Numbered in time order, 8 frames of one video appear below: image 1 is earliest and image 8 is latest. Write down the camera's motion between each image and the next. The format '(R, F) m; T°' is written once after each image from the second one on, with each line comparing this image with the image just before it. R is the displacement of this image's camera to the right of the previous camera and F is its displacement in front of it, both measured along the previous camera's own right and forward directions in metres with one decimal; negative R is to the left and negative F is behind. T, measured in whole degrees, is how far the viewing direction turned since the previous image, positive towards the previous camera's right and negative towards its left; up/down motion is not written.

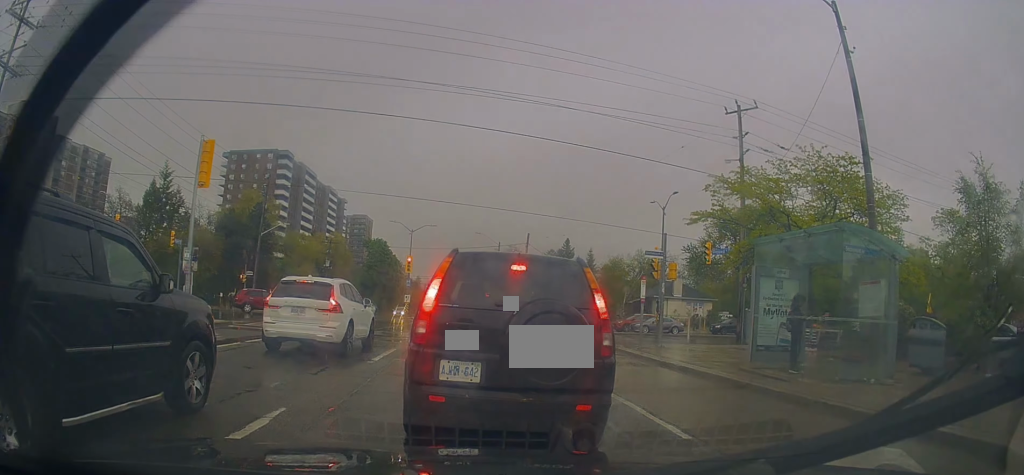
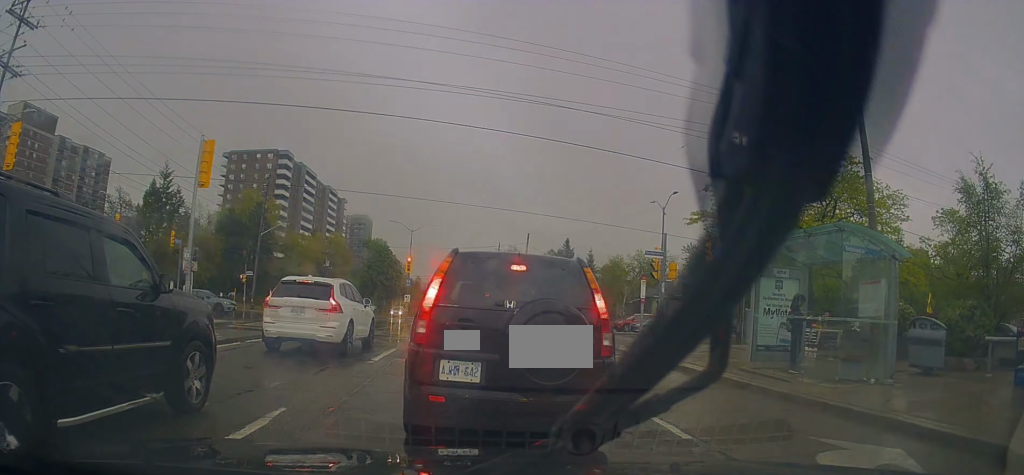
(0.0, 0.0) m; 0°
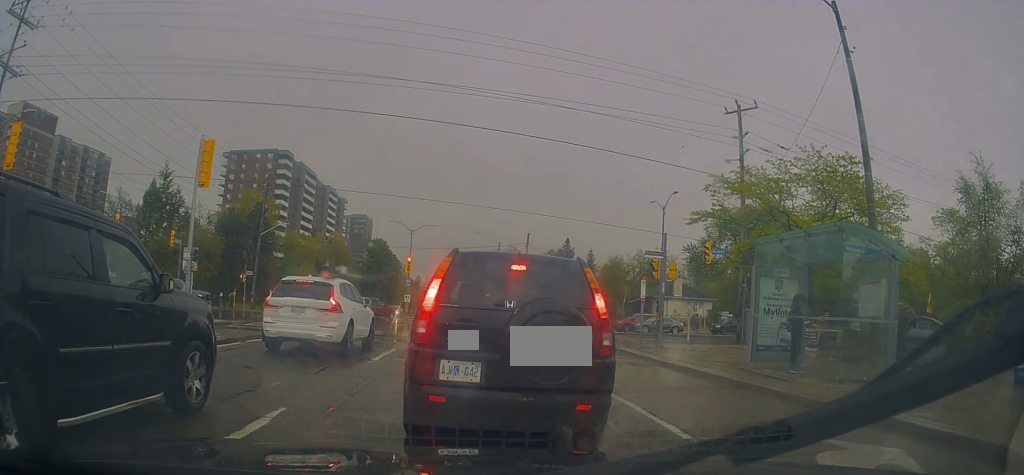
(0.0, 0.0) m; 0°
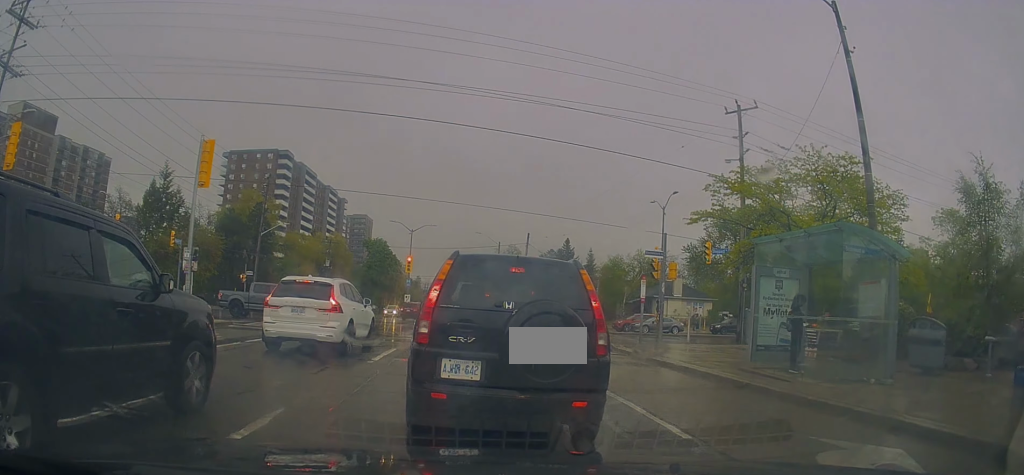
(0.0, 0.0) m; 0°
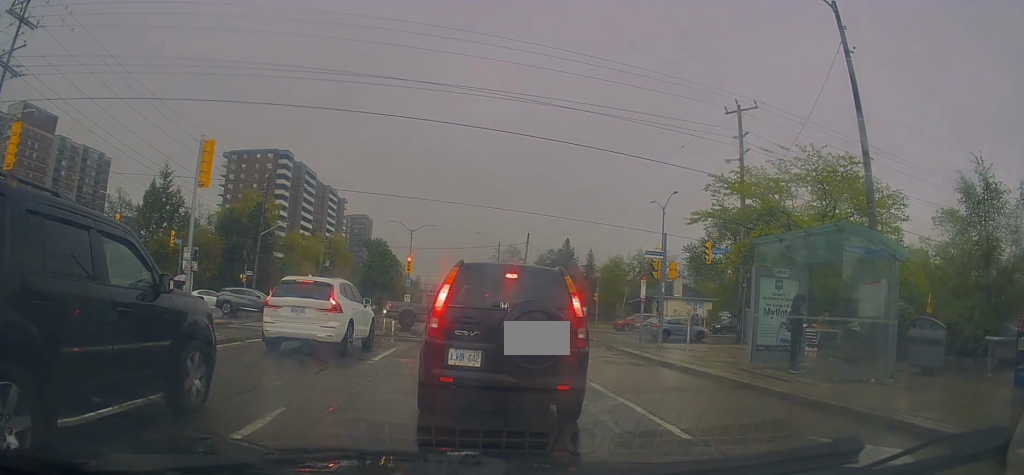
(-0.3, 0.0) m; 0°
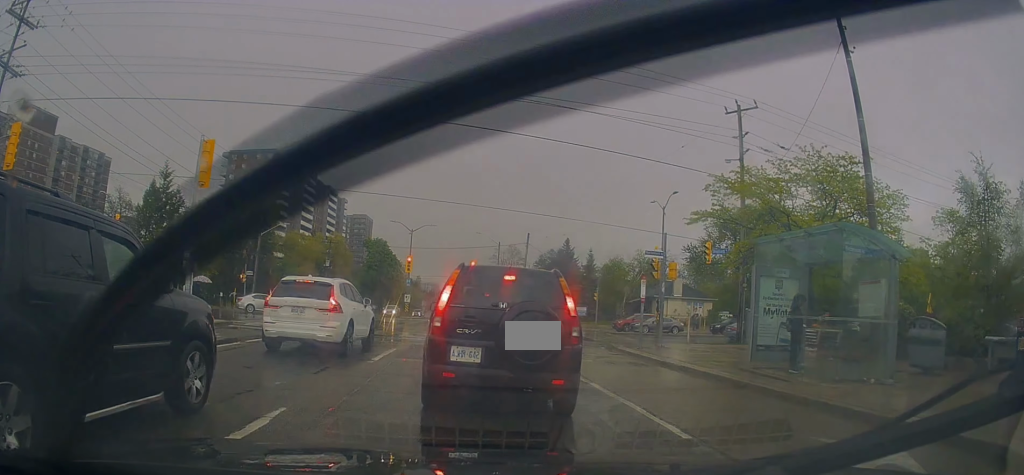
(-0.2, 0.0) m; 0°
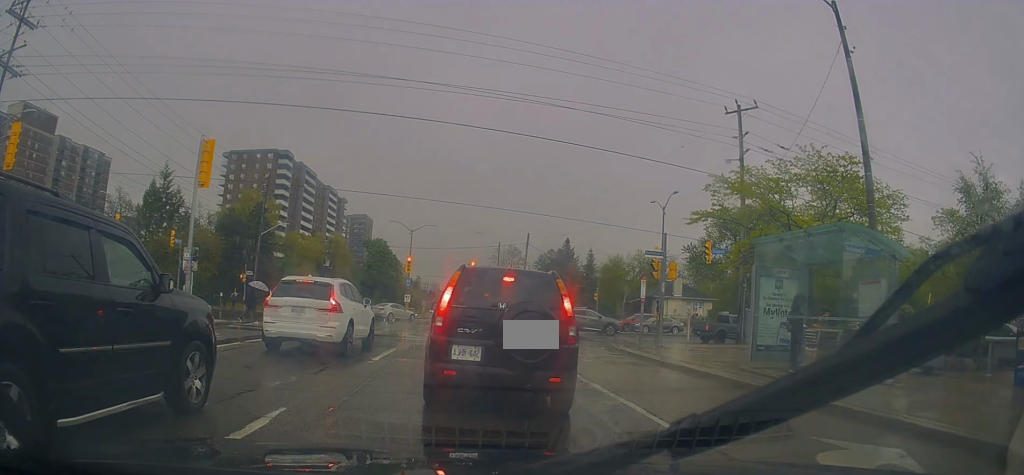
(+0.1, 0.0) m; 0°
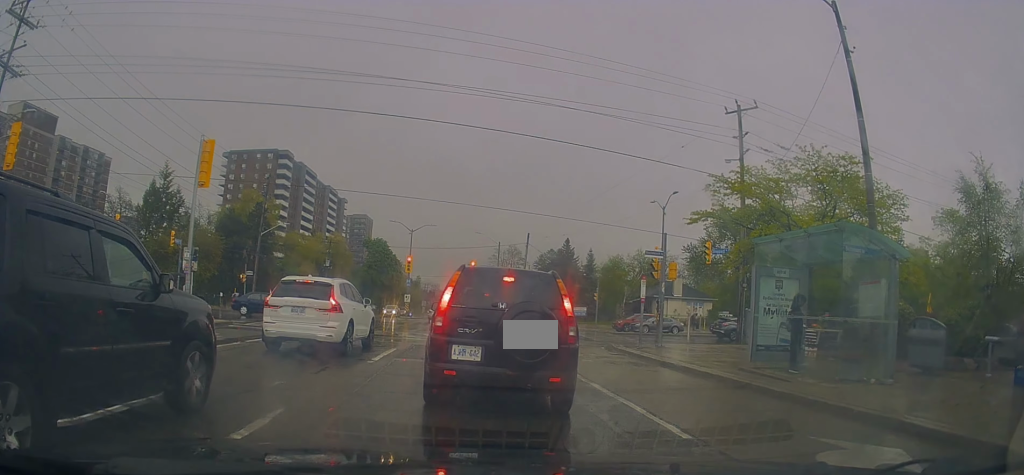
(+0.4, 0.0) m; 0°
